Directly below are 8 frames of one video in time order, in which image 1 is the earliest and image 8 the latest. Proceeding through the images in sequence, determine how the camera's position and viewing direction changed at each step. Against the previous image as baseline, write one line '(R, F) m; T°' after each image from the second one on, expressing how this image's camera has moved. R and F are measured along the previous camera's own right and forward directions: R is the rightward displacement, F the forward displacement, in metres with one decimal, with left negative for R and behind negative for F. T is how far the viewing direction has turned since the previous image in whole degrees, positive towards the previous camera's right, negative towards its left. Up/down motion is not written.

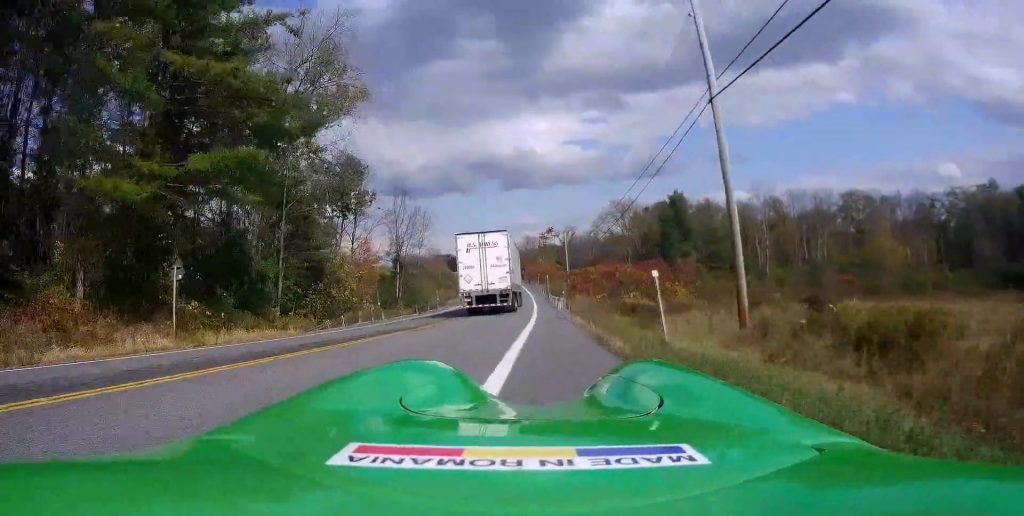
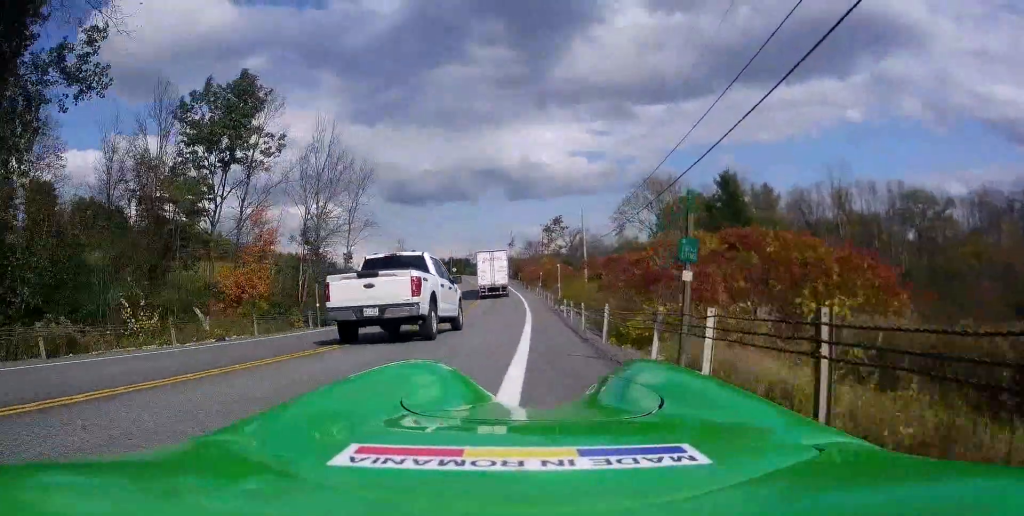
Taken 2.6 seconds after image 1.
(-1.6, +30.5) m; -3°
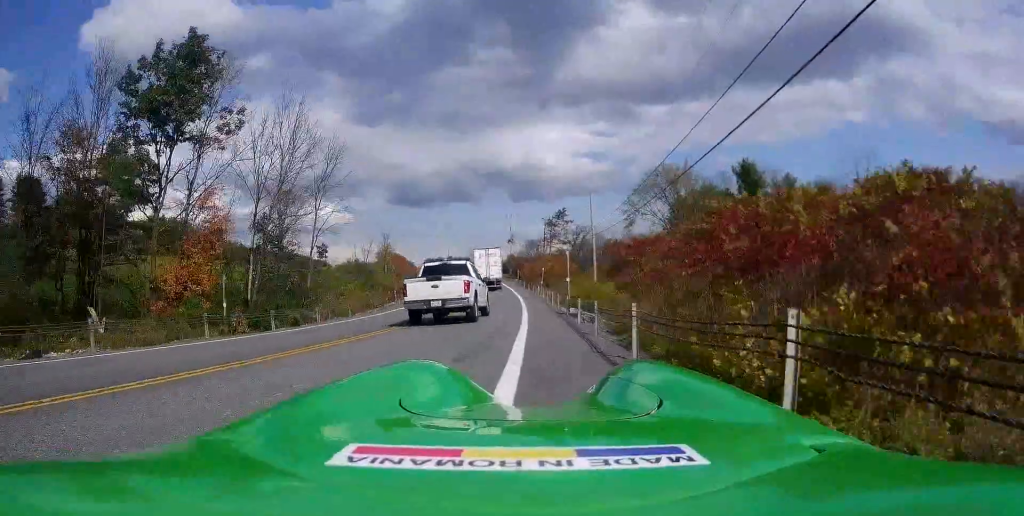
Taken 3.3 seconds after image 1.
(+0.1, +8.1) m; +1°
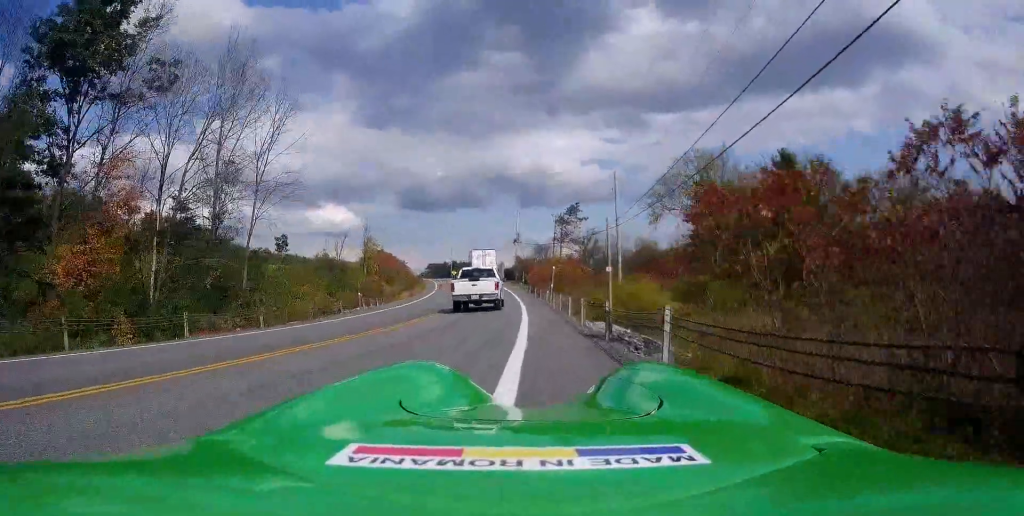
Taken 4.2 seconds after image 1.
(0.0, +10.8) m; -1°
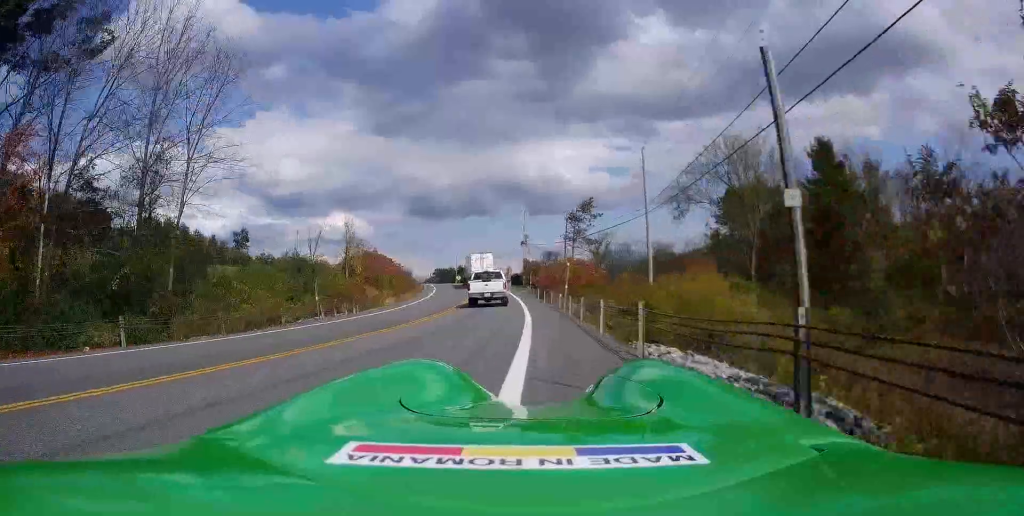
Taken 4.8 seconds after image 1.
(-0.1, +7.8) m; 0°
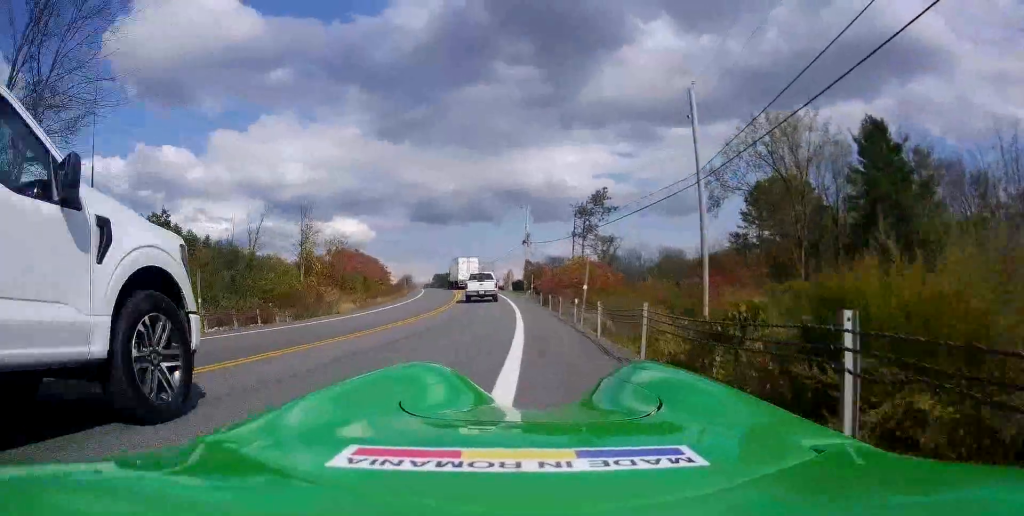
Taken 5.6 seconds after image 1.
(-0.2, +9.9) m; 0°
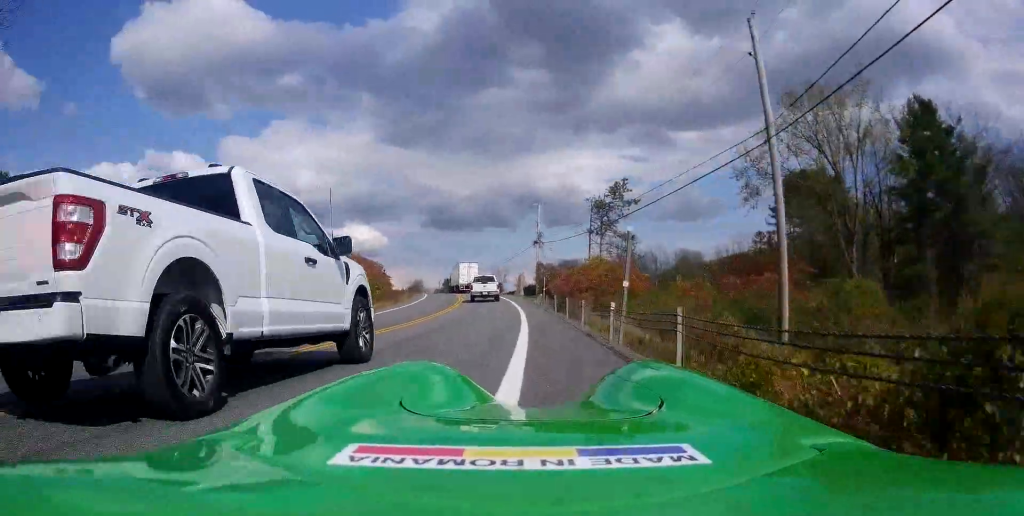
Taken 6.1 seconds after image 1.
(+0.2, +6.2) m; 0°
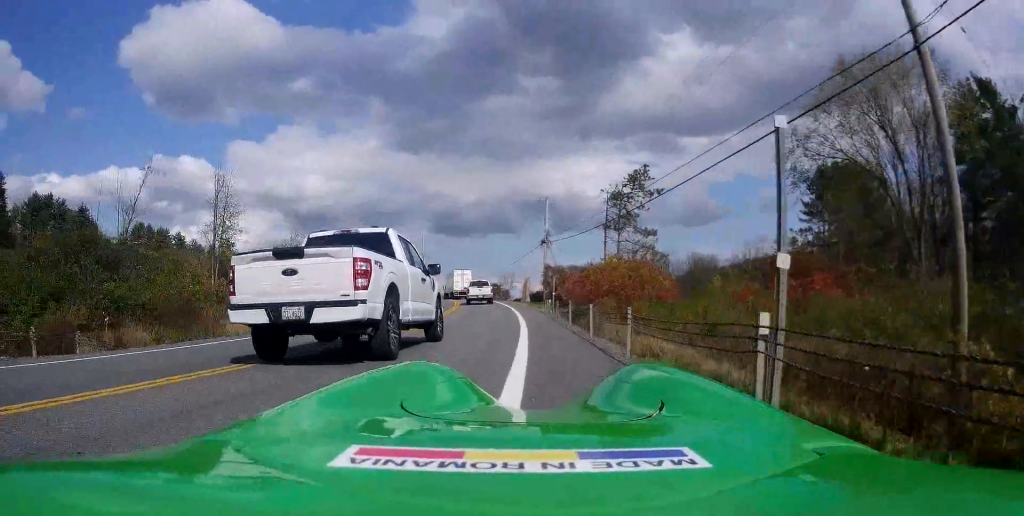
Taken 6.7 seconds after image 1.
(0.0, +7.3) m; -1°
